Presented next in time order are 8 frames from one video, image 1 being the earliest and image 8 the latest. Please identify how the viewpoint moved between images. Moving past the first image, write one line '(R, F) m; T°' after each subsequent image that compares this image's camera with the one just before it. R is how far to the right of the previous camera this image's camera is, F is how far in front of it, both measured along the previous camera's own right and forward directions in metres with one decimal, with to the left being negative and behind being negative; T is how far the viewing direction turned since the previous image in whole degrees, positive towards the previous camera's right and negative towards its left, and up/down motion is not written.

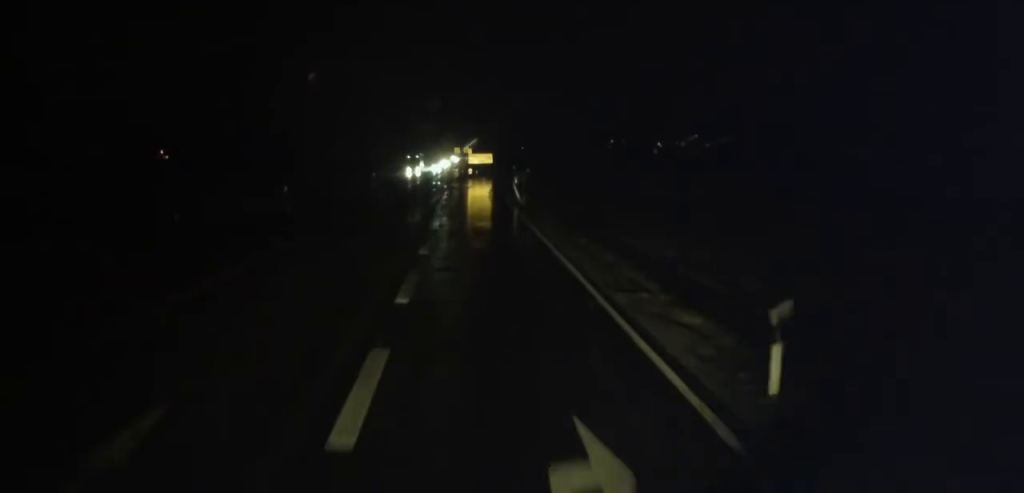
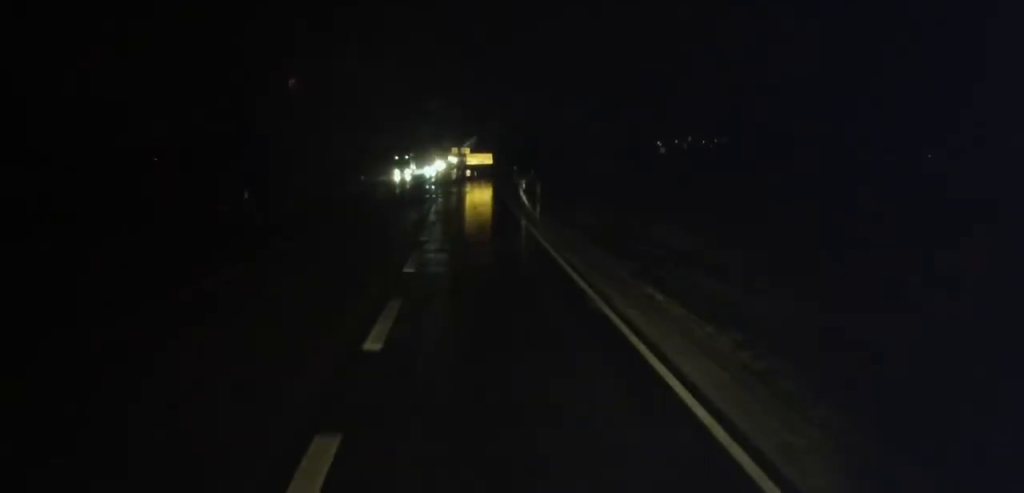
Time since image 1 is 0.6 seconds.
(0.0, +8.8) m; -1°
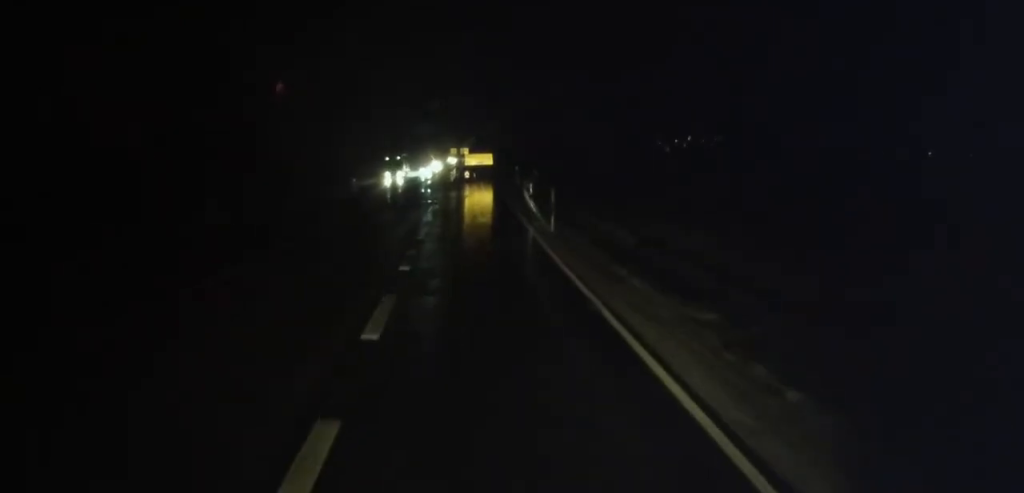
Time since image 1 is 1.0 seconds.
(0.0, +5.6) m; -1°
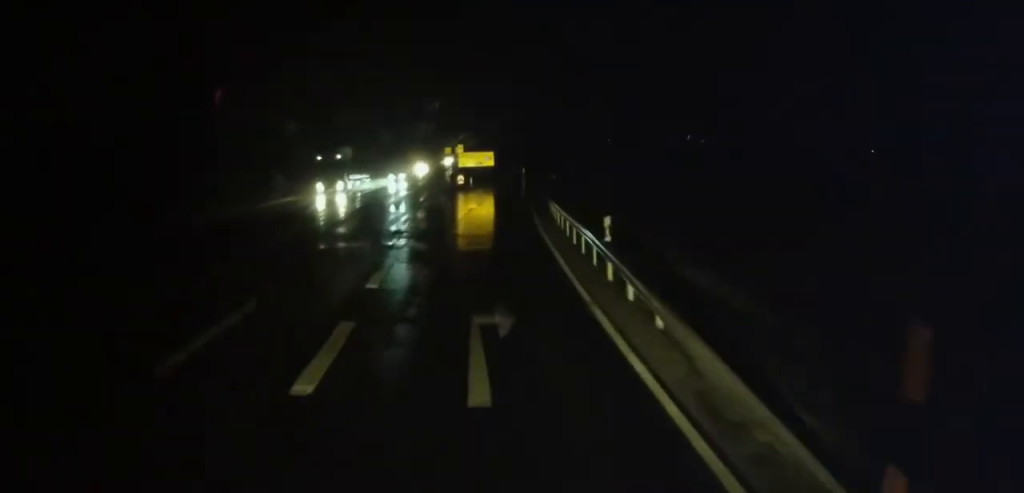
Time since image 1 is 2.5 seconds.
(-0.1, +20.6) m; 0°
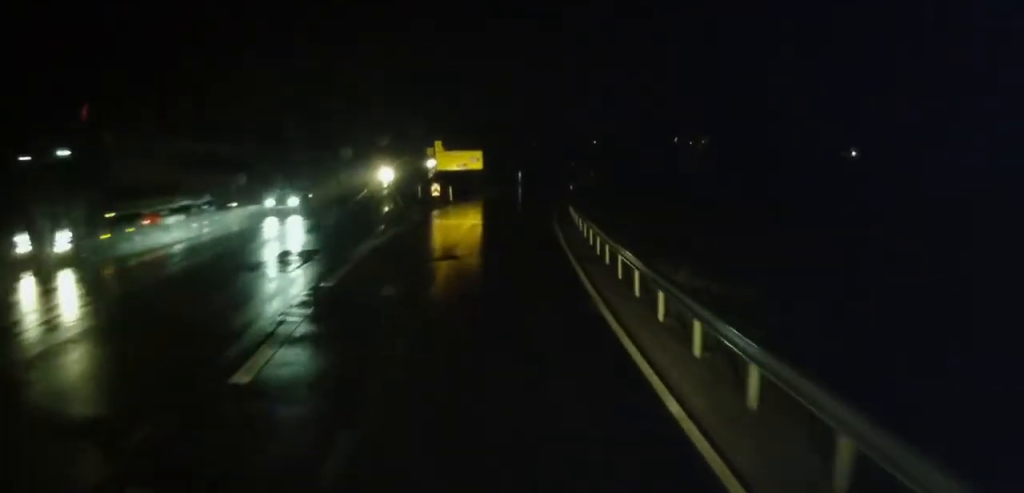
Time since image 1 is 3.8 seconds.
(-0.1, +17.5) m; 0°
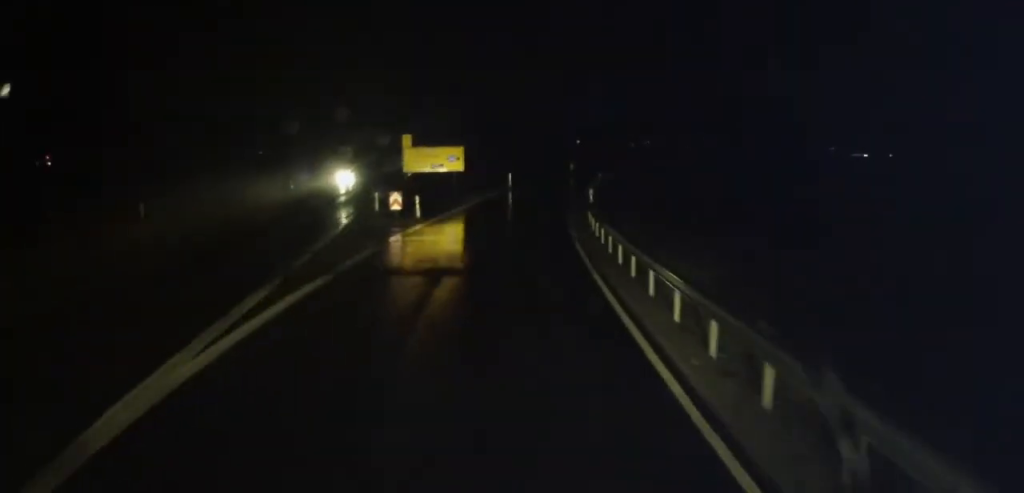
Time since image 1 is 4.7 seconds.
(+0.2, +11.8) m; 0°
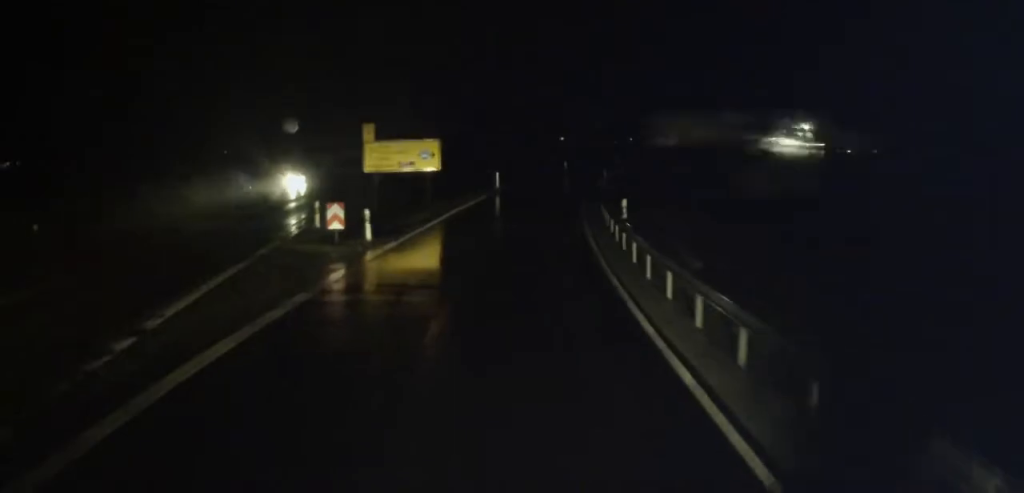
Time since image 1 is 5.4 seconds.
(-0.1, +8.7) m; +1°
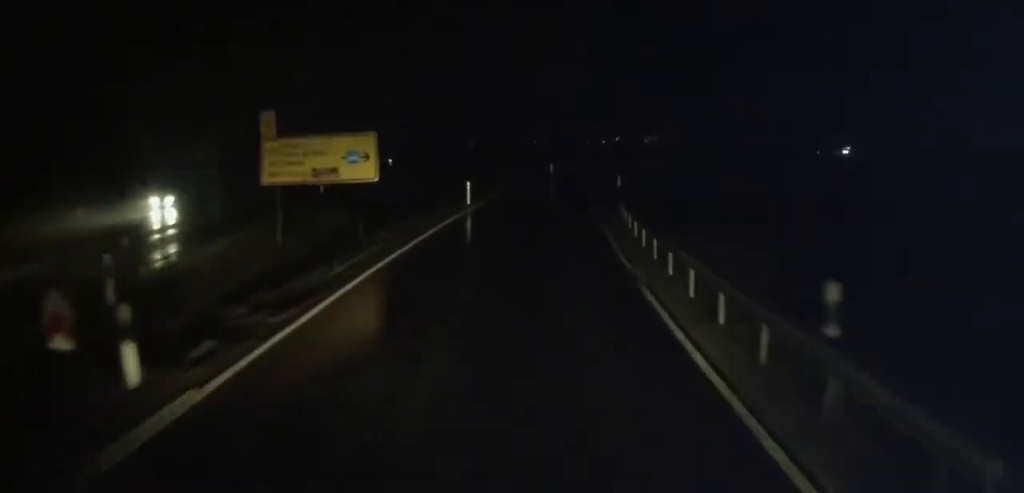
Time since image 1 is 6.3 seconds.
(+0.1, +12.2) m; +2°
